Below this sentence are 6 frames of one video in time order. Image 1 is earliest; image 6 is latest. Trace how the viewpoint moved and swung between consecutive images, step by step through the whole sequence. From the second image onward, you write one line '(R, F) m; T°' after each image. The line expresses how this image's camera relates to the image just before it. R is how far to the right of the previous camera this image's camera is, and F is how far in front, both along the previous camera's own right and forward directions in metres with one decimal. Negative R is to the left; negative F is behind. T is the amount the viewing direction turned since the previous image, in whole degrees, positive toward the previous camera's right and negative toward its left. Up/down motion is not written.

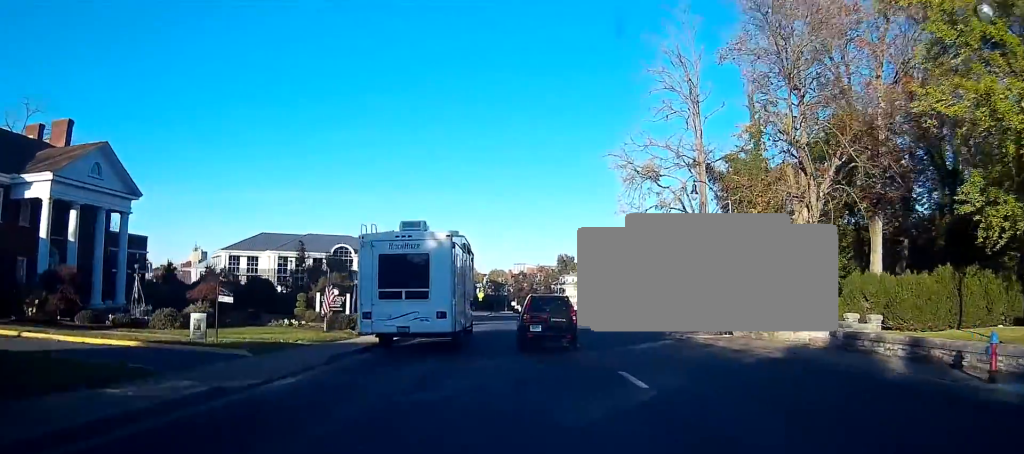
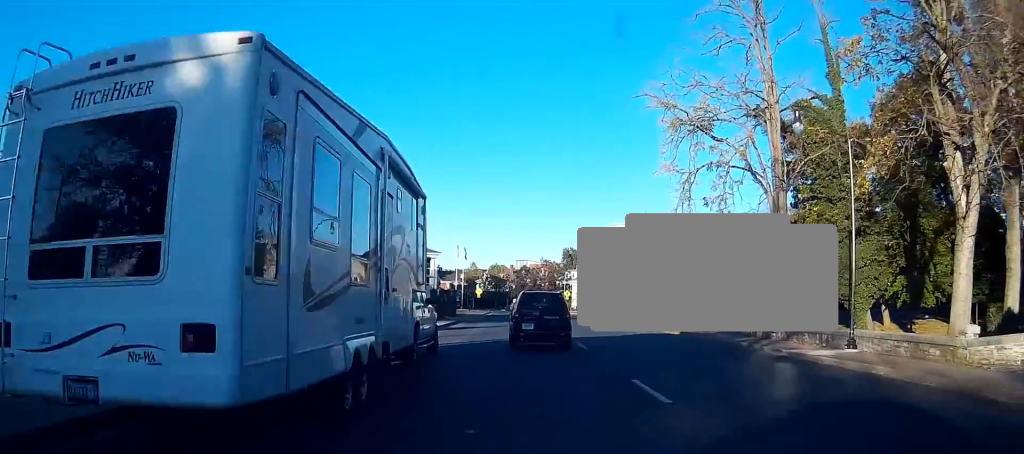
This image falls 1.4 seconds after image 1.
(+0.1, +14.4) m; 0°
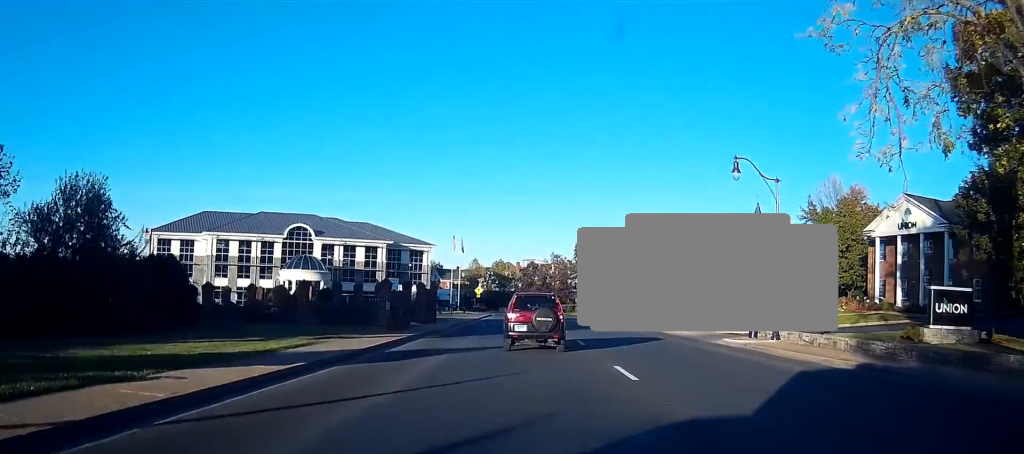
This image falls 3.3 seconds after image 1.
(+0.4, +20.5) m; +2°
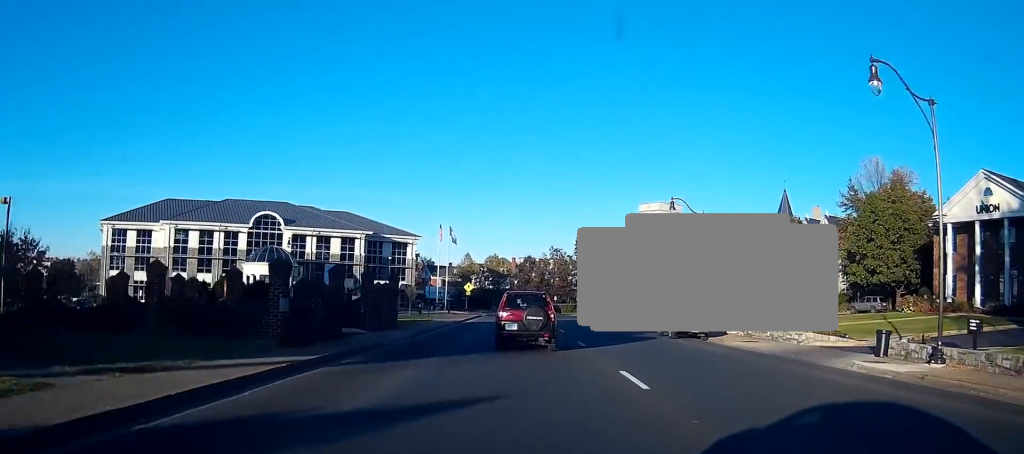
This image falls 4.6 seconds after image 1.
(-0.1, +13.4) m; -1°
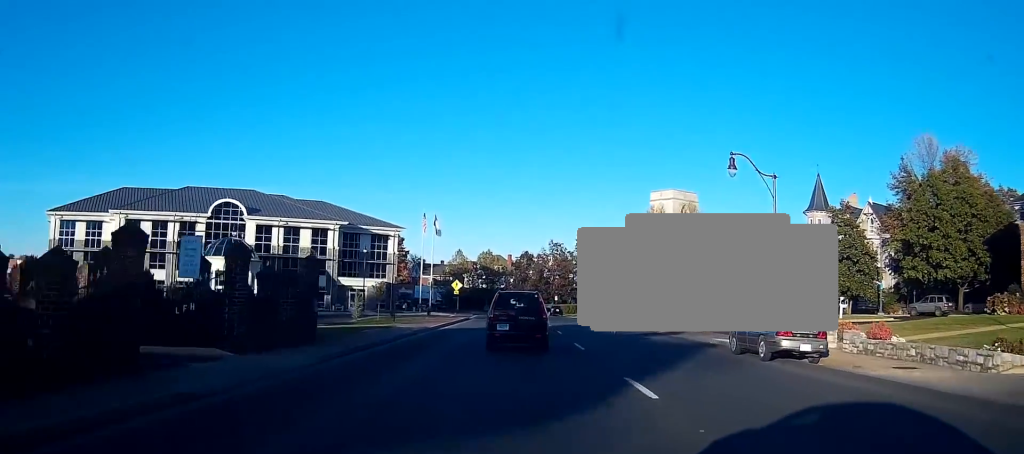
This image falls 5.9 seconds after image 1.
(+0.1, +12.8) m; +2°
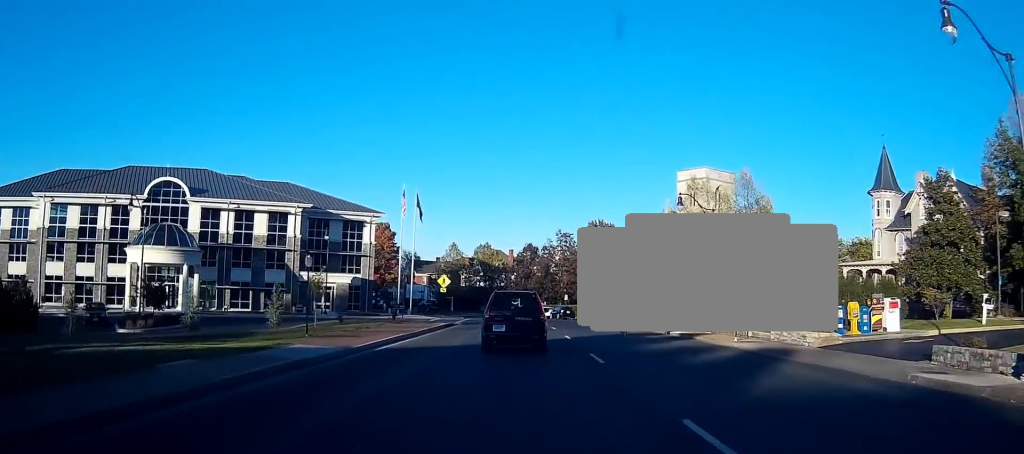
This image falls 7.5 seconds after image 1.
(0.0, +16.9) m; -2°
